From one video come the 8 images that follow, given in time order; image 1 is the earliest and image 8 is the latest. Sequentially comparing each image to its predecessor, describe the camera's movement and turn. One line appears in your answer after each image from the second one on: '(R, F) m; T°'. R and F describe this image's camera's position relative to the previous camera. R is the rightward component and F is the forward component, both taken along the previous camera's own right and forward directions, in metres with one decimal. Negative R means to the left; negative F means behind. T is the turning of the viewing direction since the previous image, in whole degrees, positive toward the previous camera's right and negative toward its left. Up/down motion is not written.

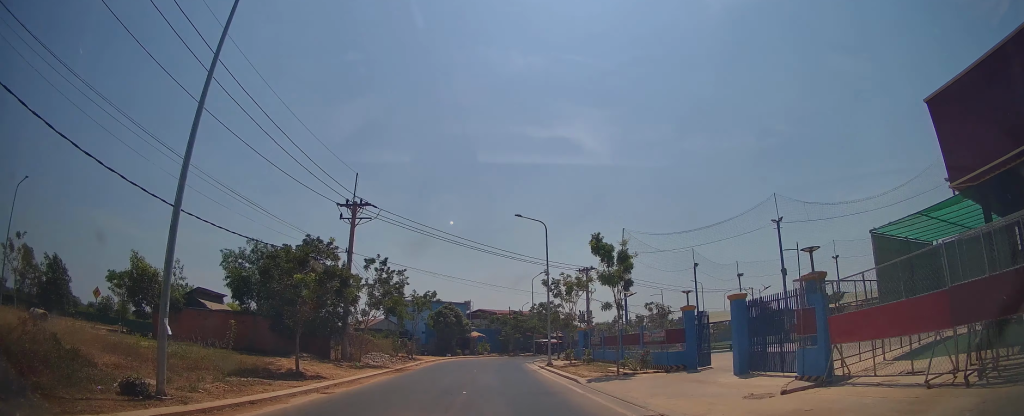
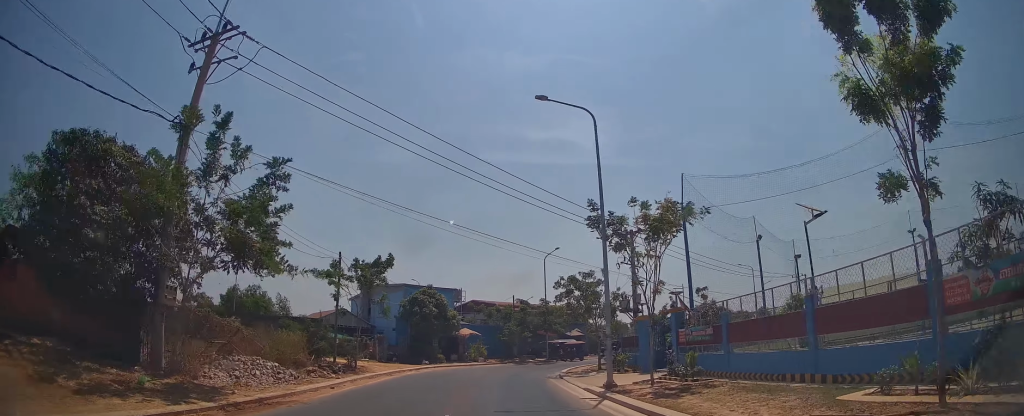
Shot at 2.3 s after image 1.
(+0.3, +19.5) m; 0°
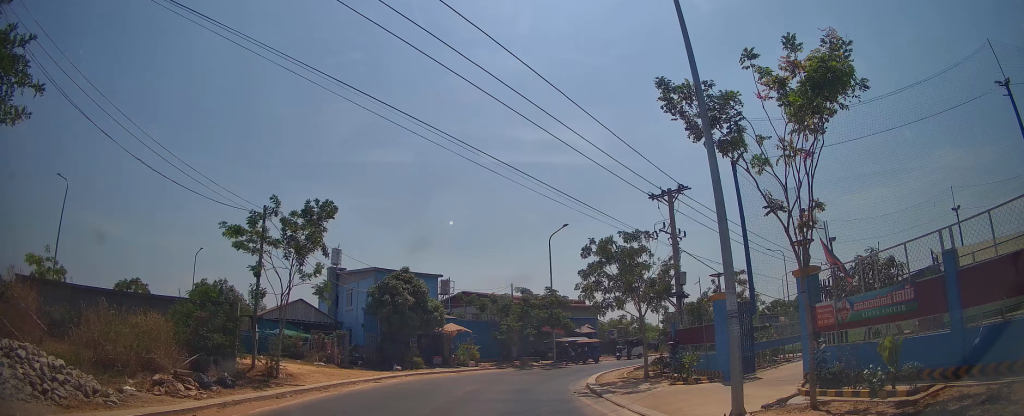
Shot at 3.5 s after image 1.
(0.0, +9.5) m; +1°
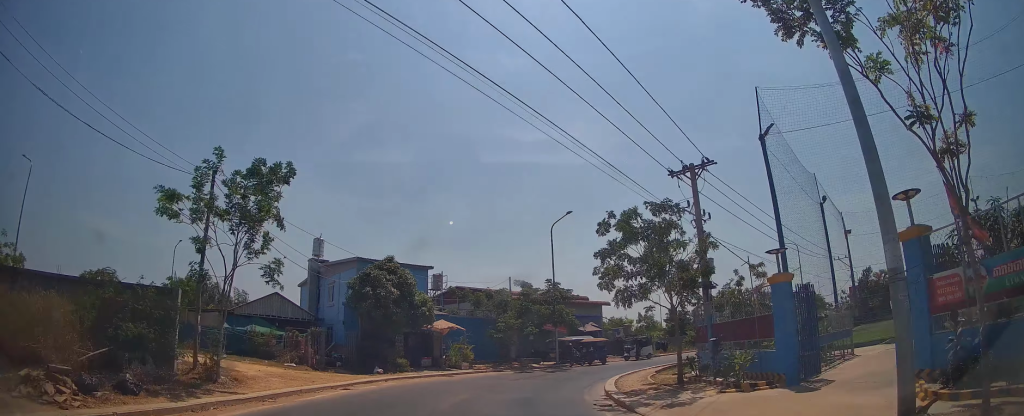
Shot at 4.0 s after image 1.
(+0.1, +3.5) m; +1°
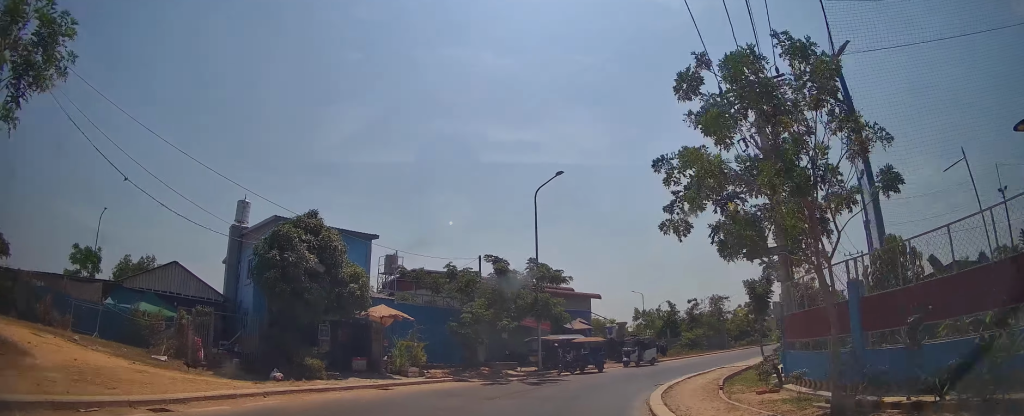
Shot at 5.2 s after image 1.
(+0.2, +7.8) m; +5°
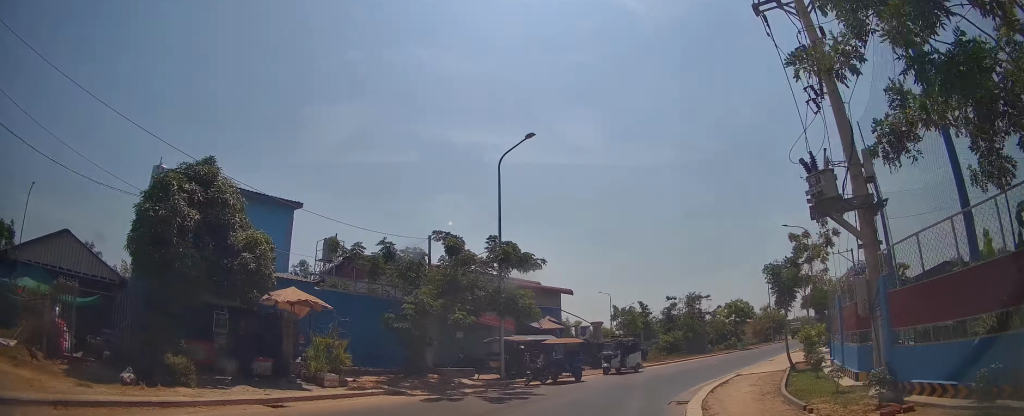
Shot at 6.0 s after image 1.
(+0.3, +4.6) m; +6°
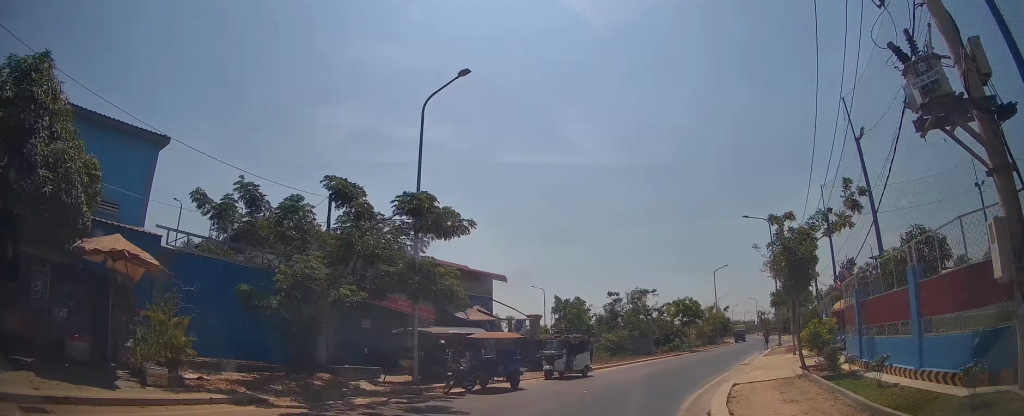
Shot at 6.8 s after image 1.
(+0.3, +4.2) m; +7°
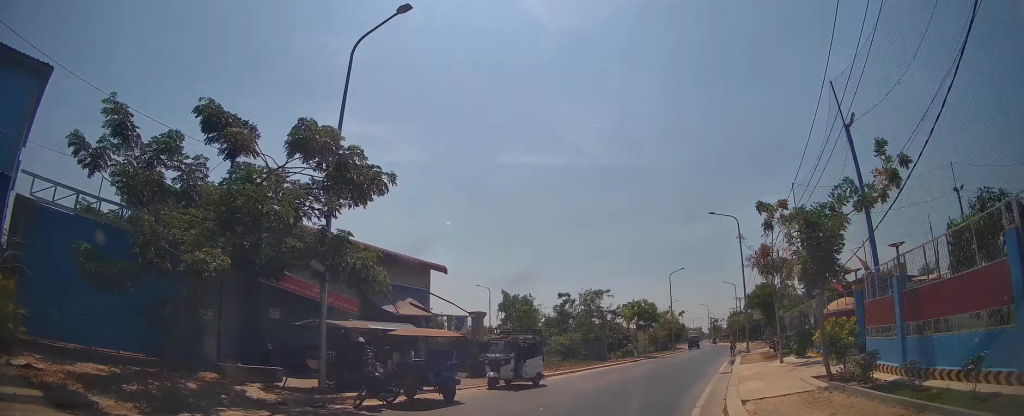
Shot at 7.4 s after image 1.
(+0.1, +3.1) m; +5°
